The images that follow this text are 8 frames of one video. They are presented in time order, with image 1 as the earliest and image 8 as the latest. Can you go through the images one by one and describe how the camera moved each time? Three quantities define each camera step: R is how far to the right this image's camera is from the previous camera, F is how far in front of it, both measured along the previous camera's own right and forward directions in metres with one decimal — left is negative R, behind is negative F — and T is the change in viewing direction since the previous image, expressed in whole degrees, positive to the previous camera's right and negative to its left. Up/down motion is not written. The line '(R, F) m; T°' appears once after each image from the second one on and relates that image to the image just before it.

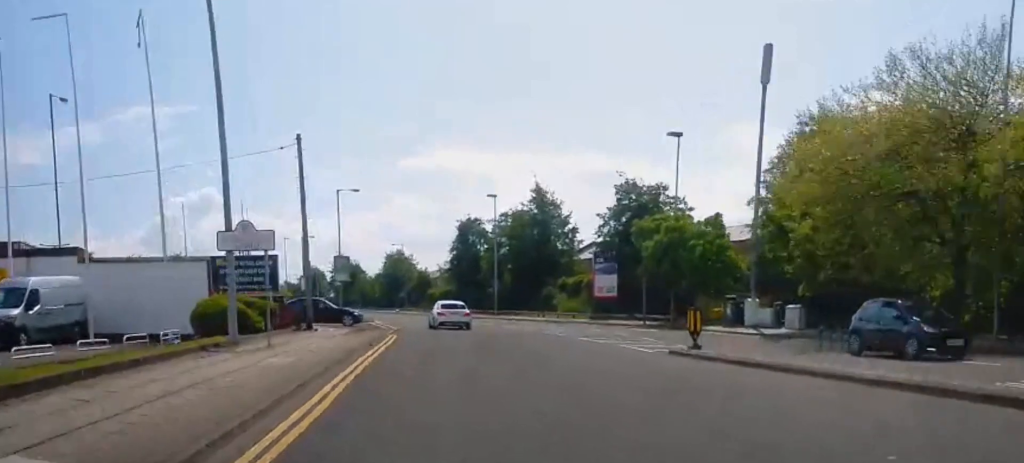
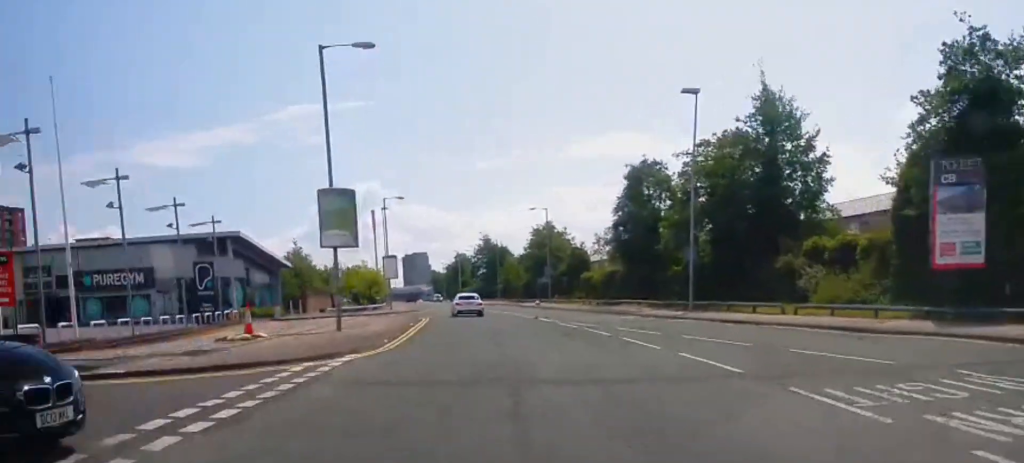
(-3.5, +35.7) m; -12°
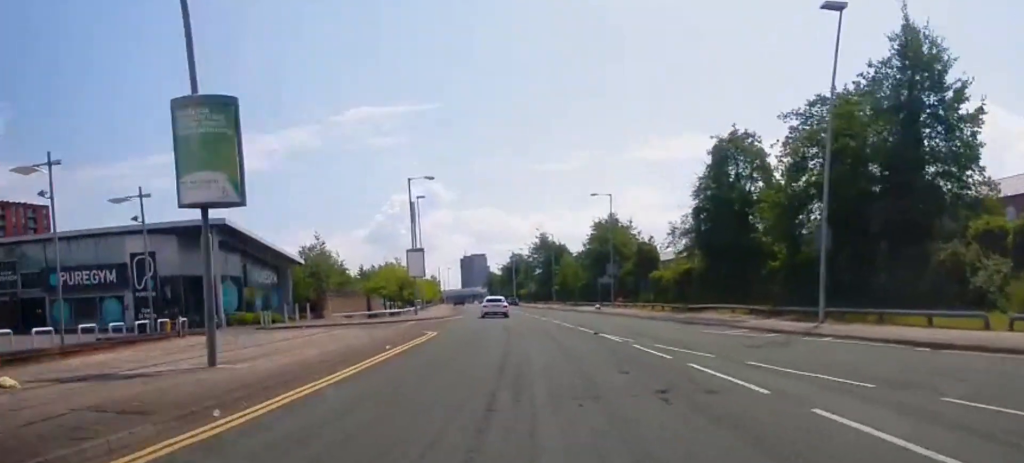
(-0.4, +13.5) m; -4°
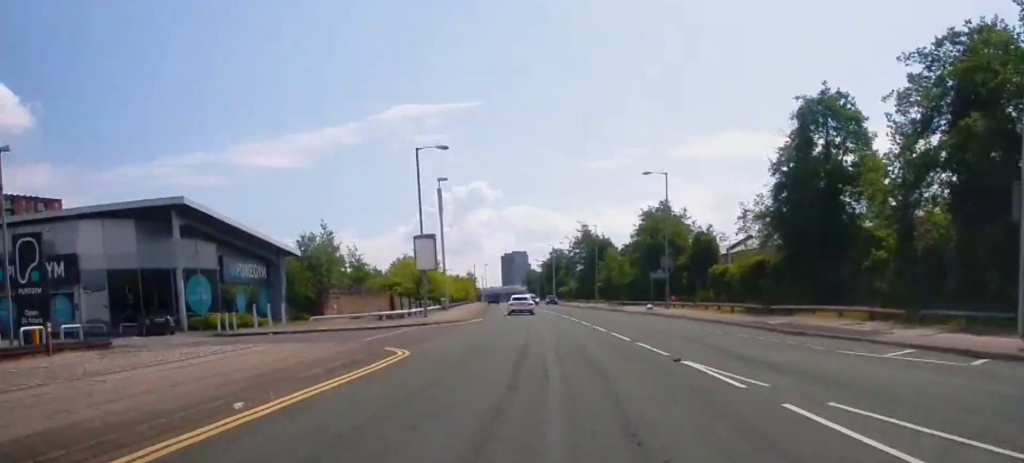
(-0.5, +11.3) m; -3°
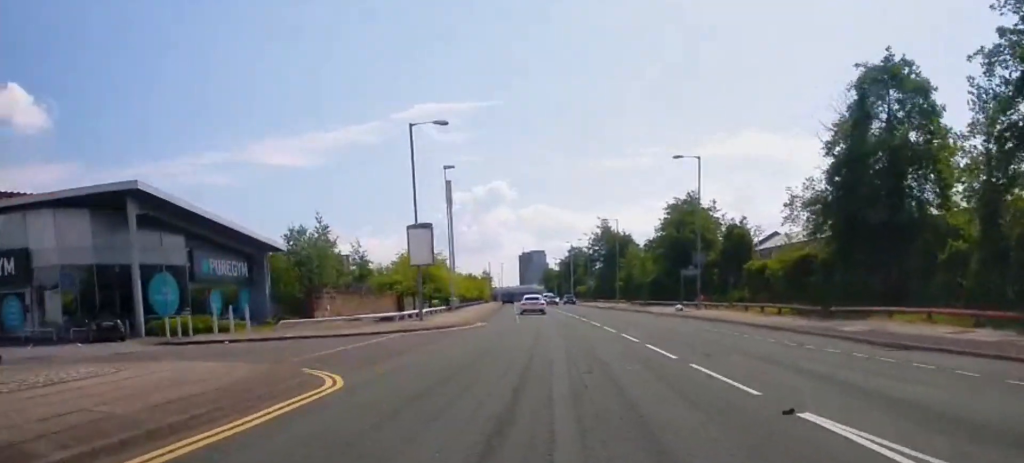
(-0.2, +6.8) m; -2°
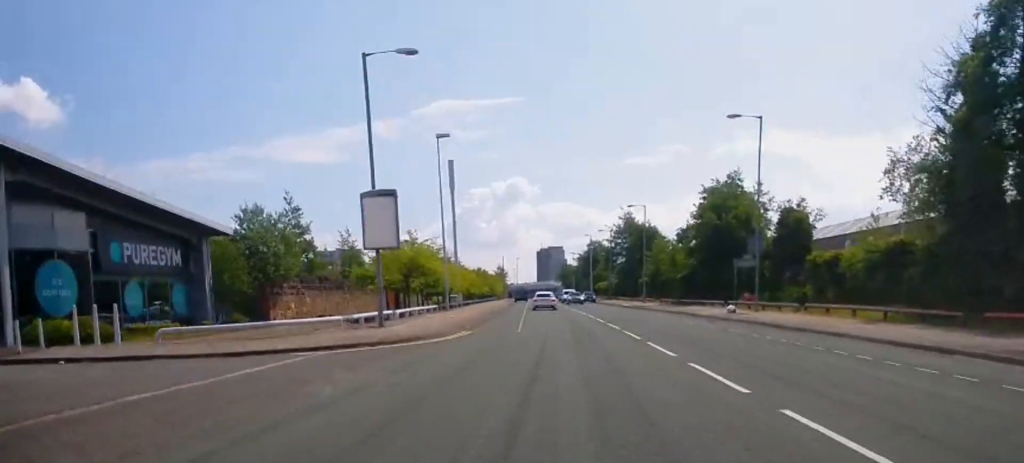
(0.0, +11.6) m; 0°
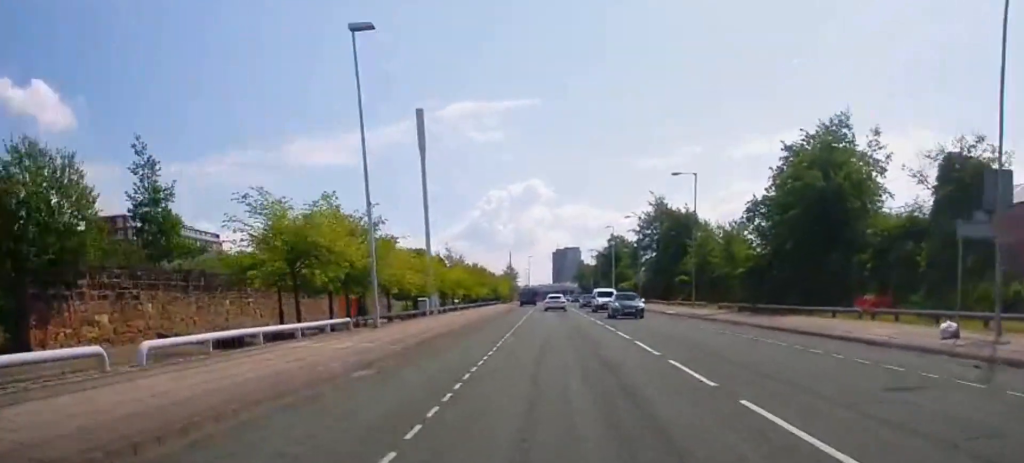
(0.0, +22.6) m; 0°
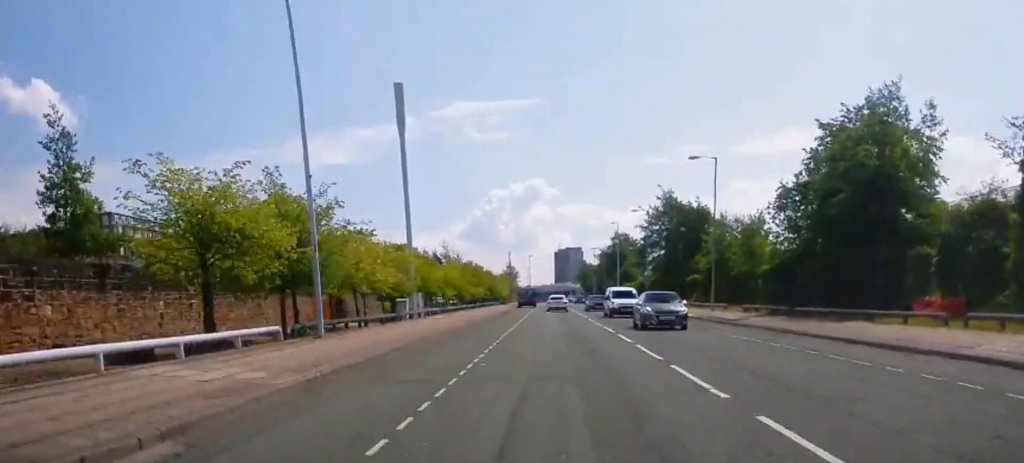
(+0.1, +7.3) m; -1°
